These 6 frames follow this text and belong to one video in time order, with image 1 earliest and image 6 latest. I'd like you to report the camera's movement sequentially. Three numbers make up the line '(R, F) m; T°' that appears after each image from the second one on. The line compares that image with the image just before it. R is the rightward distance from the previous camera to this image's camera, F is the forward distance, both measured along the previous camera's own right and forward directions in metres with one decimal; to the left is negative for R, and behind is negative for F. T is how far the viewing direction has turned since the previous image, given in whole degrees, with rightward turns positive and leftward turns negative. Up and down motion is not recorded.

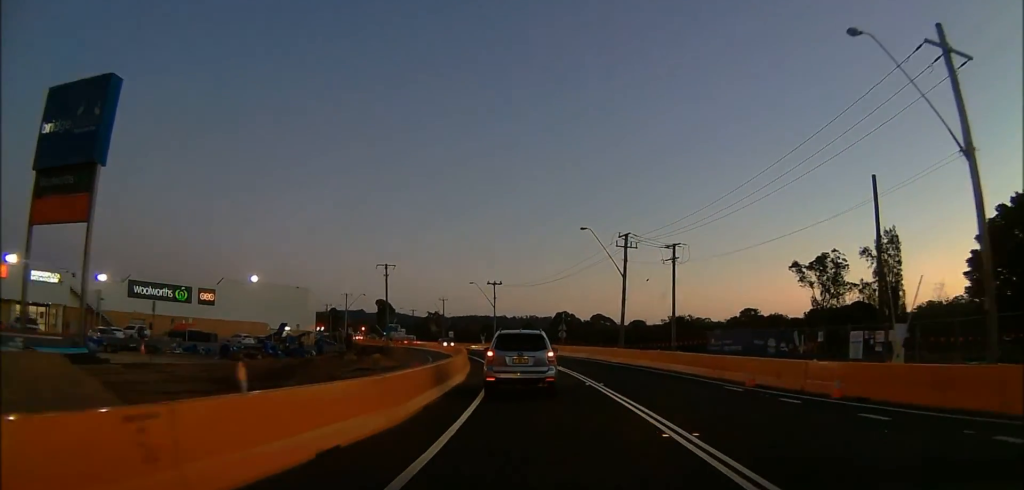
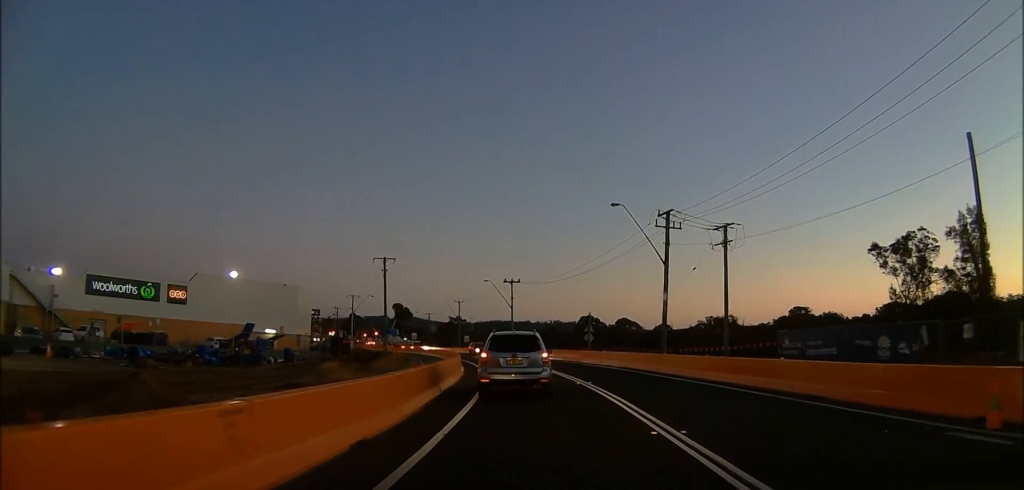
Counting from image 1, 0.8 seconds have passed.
(-0.1, +10.1) m; -3°
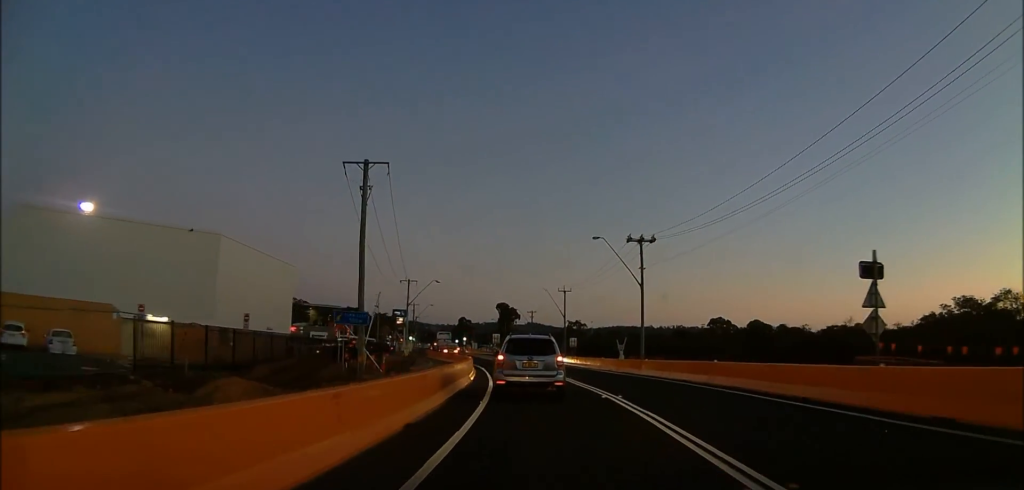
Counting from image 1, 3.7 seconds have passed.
(-4.2, +39.9) m; -10°
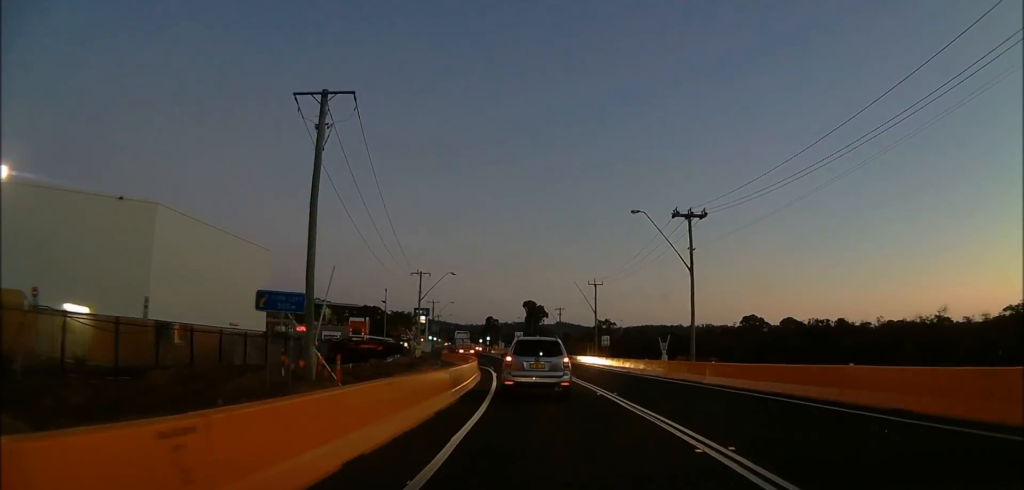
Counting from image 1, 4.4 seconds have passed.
(-0.3, +11.8) m; -2°
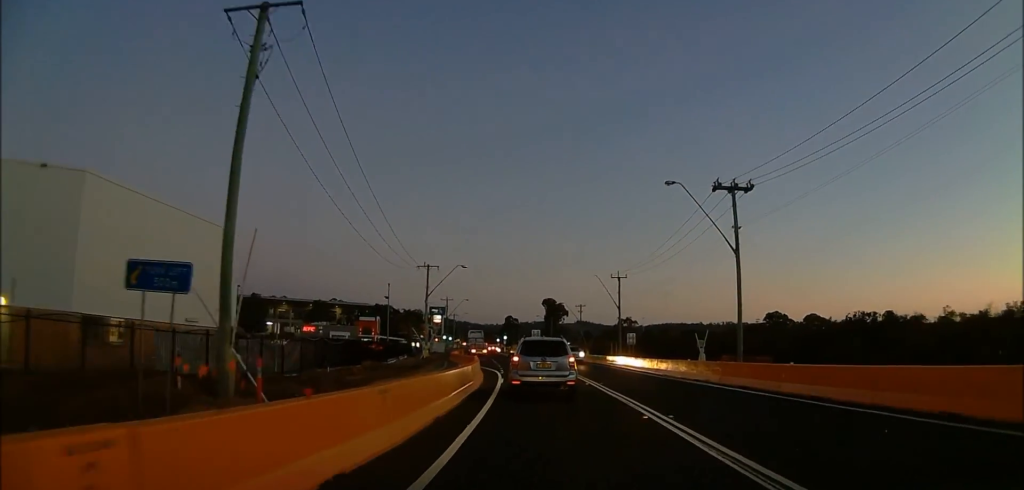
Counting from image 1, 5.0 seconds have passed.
(-0.1, +7.8) m; 0°
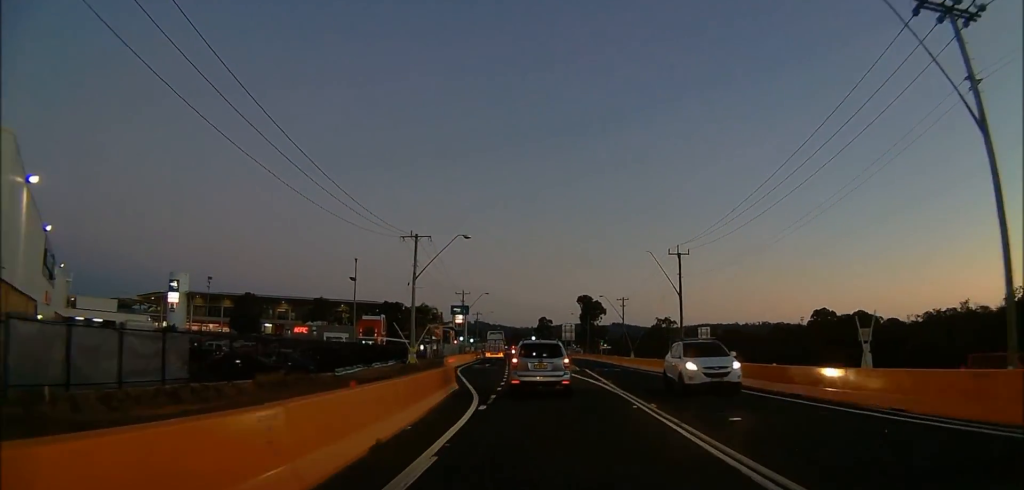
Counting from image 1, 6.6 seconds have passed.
(-0.4, +22.8) m; -6°
